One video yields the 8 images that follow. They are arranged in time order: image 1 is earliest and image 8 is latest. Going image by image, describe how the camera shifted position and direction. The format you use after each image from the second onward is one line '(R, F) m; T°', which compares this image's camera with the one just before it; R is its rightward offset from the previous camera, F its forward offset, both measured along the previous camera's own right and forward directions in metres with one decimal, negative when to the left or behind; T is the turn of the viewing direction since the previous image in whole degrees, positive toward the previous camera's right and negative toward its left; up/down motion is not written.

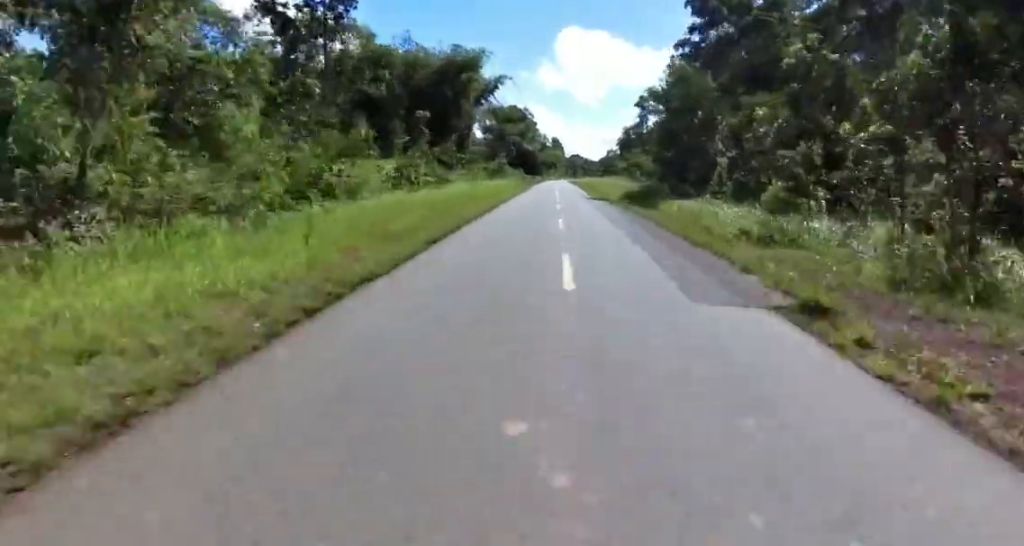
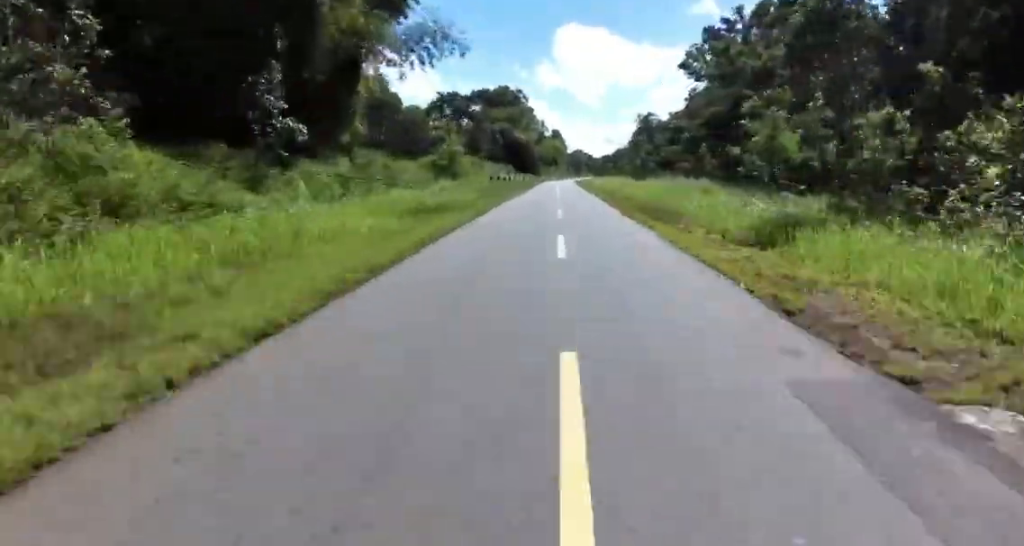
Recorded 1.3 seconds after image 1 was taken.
(+1.2, +40.7) m; +2°
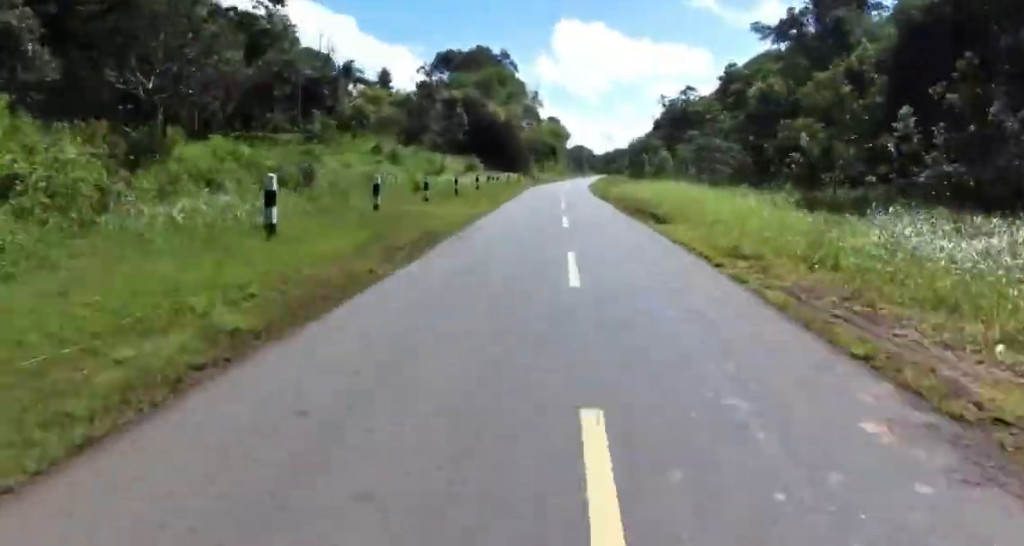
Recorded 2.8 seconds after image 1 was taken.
(+0.1, +46.3) m; 0°
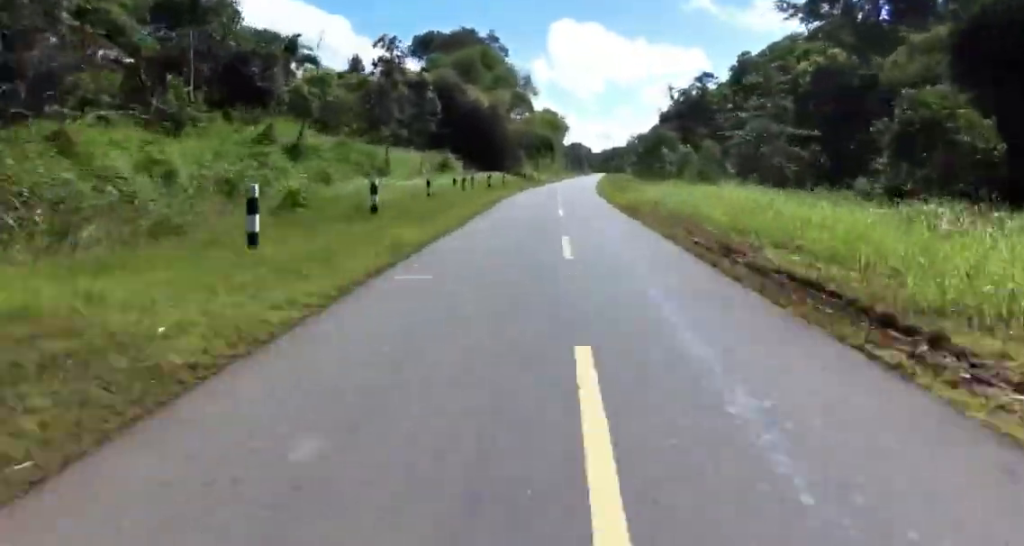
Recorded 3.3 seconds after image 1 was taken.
(0.0, +14.2) m; 0°
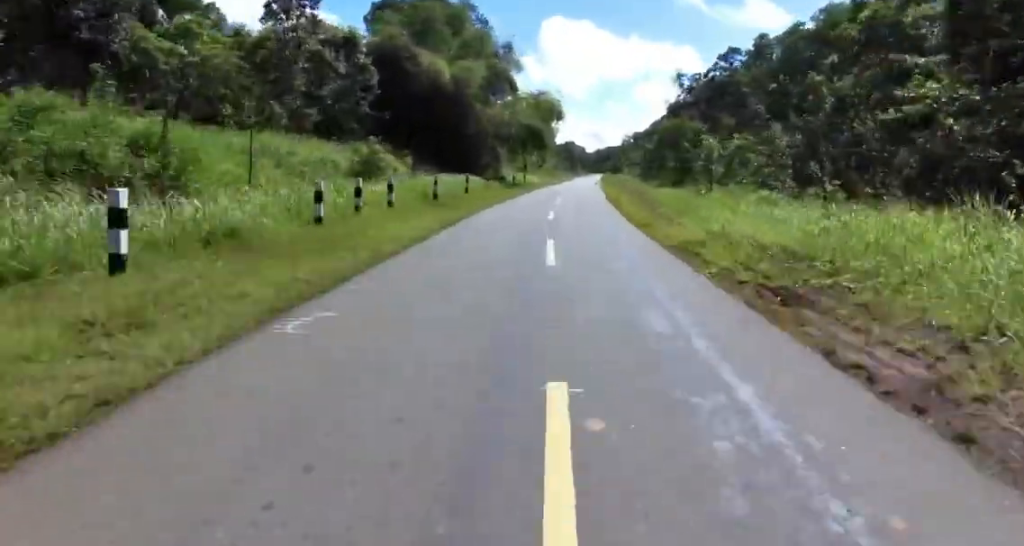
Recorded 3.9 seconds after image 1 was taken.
(0.0, +18.1) m; 0°
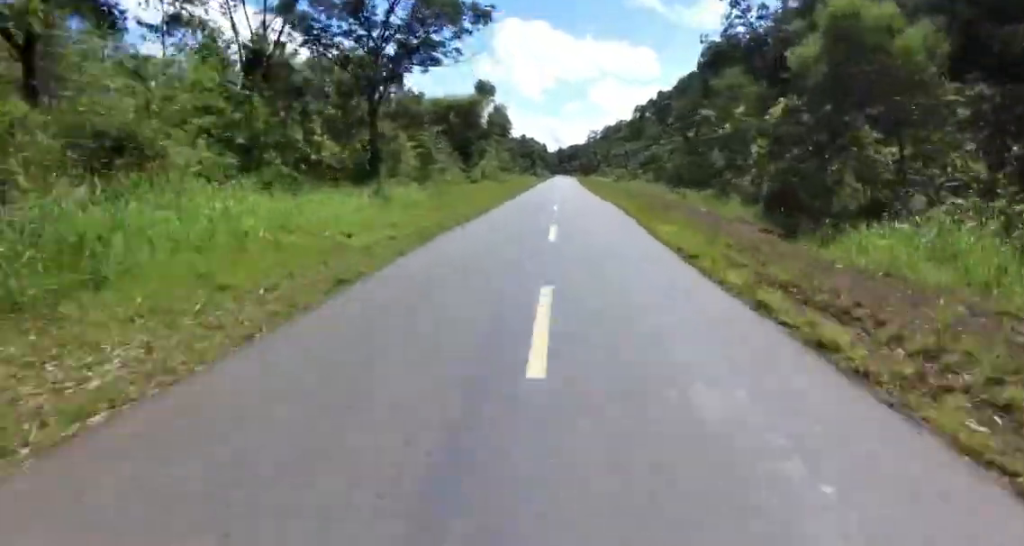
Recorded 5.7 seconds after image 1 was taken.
(+0.6, +55.2) m; +3°
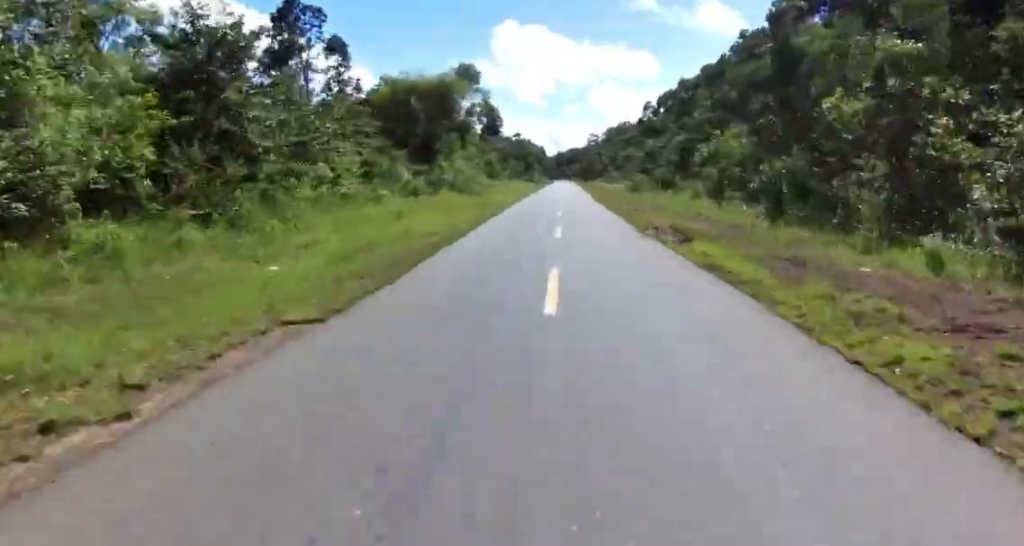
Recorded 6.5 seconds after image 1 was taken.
(+0.8, +22.6) m; +2°
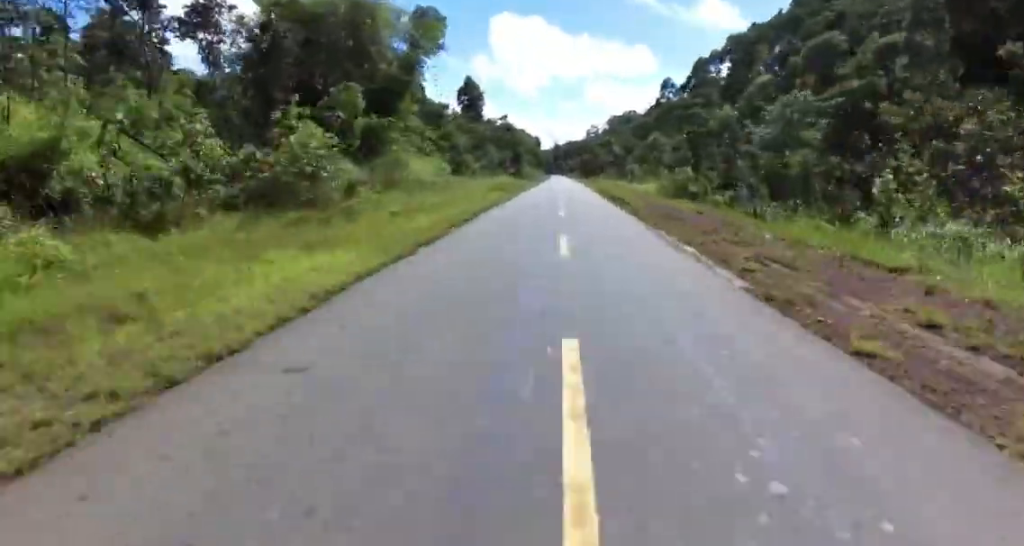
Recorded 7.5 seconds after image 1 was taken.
(+0.1, +30.9) m; -2°
